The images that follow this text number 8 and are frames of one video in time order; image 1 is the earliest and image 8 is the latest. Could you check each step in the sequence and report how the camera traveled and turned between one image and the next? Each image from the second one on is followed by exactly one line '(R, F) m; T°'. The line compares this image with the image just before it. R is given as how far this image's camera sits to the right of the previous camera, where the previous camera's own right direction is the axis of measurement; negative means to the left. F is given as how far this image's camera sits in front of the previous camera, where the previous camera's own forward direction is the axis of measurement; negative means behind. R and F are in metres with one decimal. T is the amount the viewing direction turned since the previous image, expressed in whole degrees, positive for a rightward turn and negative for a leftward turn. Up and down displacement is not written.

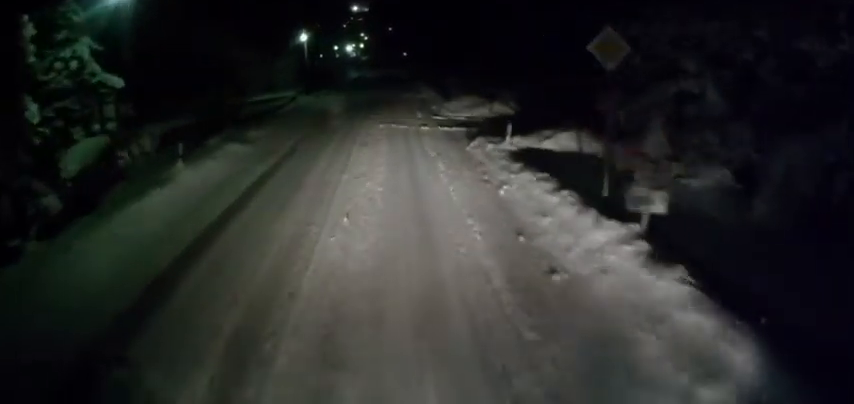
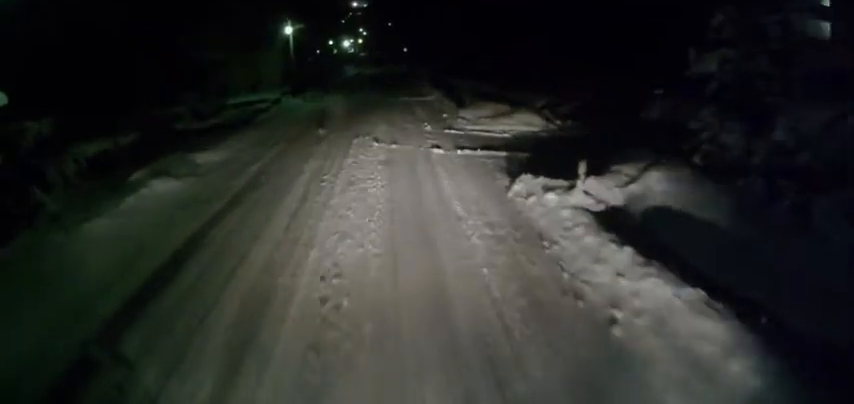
(0.0, +5.4) m; -1°
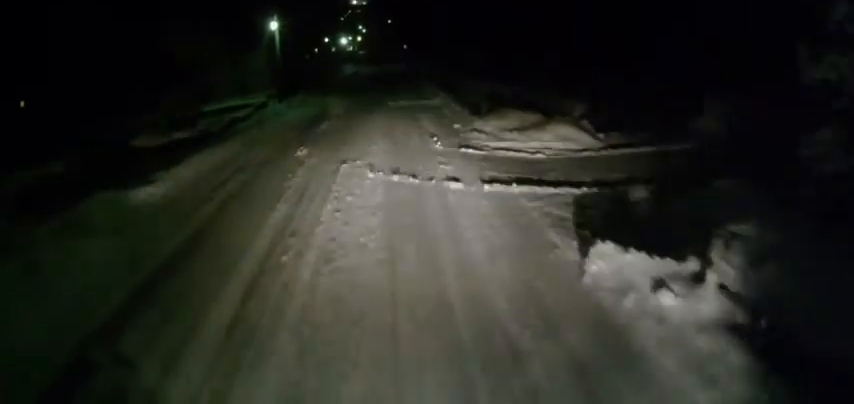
(0.0, +4.0) m; 0°
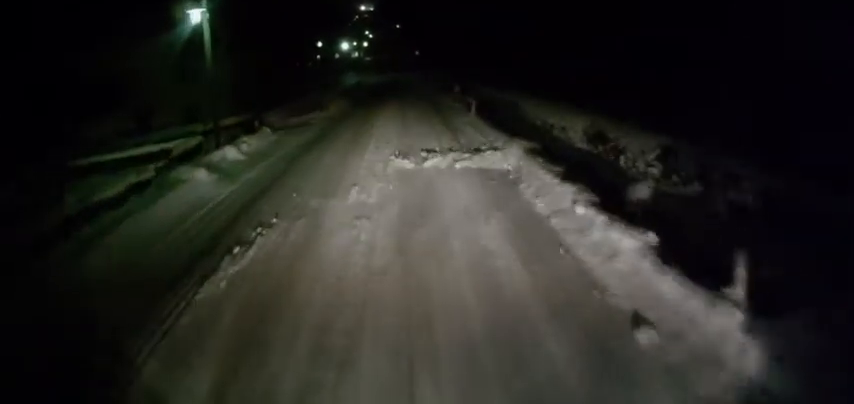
(-0.1, +12.8) m; -1°
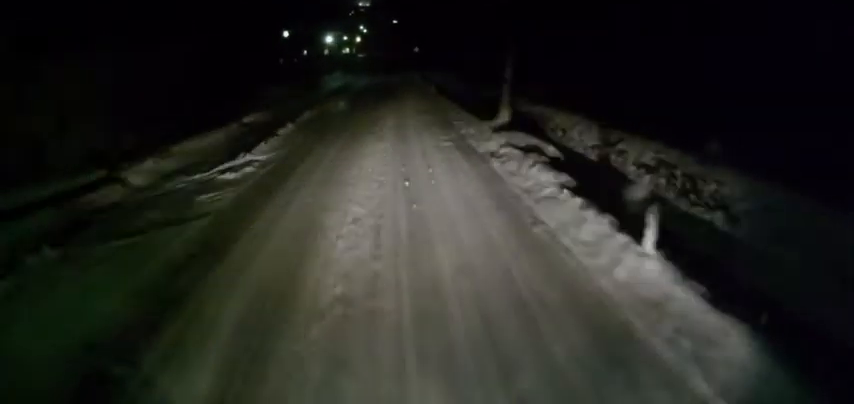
(0.0, +14.1) m; +1°
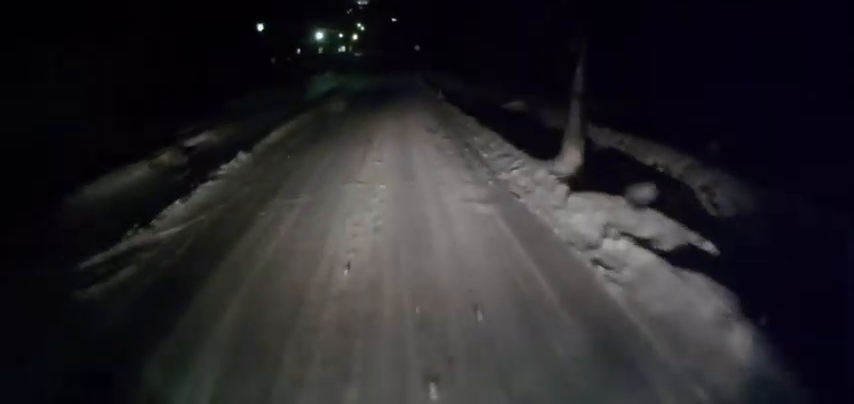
(+0.1, +6.8) m; +1°
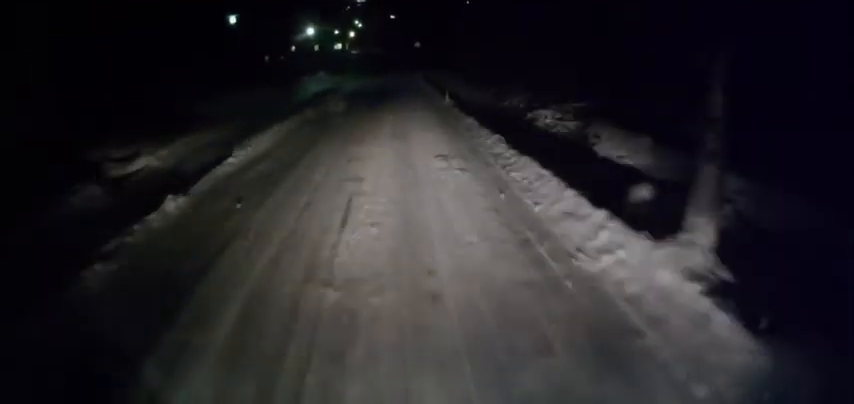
(0.0, +4.8) m; 0°
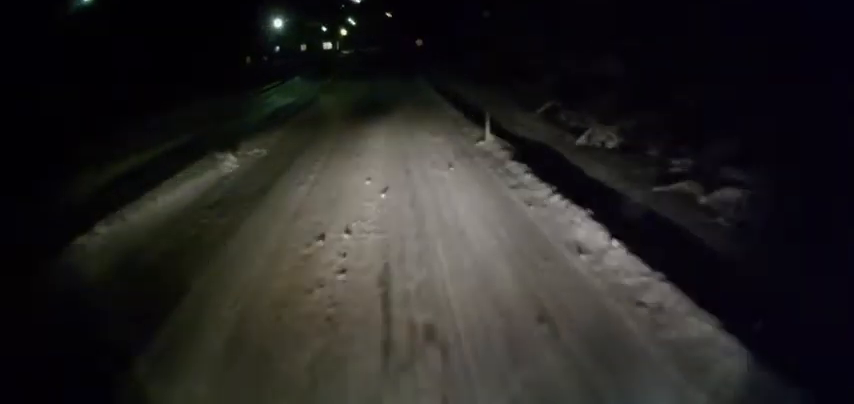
(0.0, +12.5) m; 0°
